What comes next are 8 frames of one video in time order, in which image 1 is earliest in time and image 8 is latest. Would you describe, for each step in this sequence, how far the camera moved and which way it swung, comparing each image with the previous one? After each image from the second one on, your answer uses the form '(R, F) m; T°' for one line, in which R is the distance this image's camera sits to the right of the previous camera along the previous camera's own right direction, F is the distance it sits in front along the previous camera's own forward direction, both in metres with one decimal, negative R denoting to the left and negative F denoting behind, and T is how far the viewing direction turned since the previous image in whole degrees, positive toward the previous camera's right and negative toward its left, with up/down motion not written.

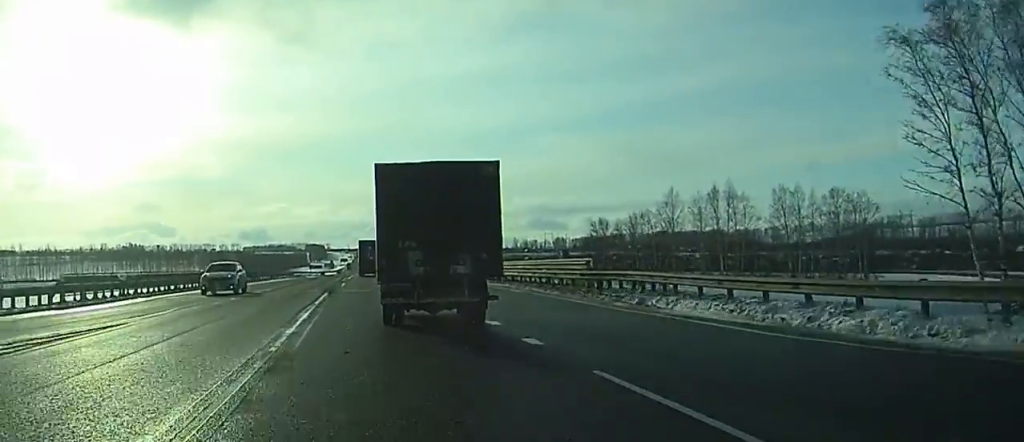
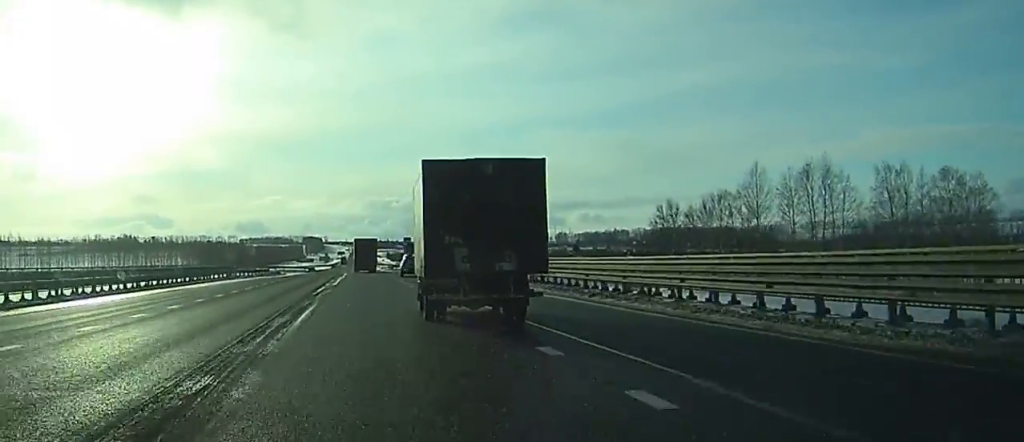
(+0.1, +33.0) m; 0°
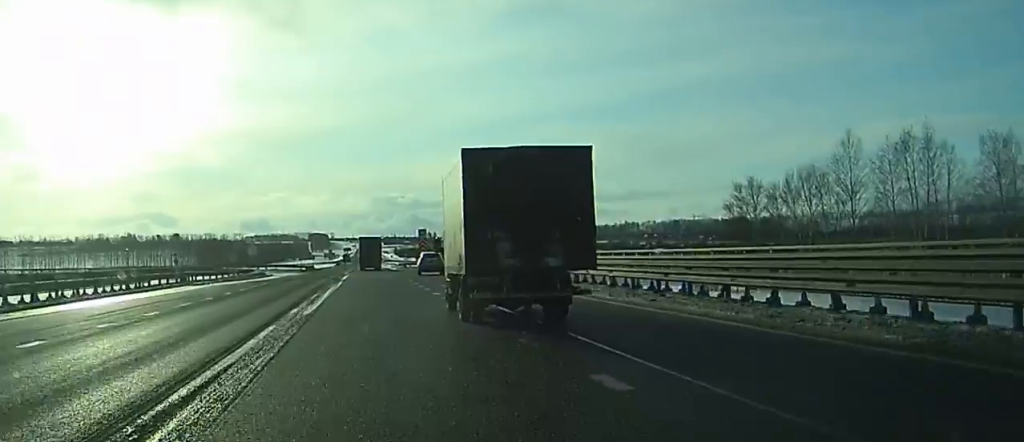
(-0.1, +22.0) m; -1°
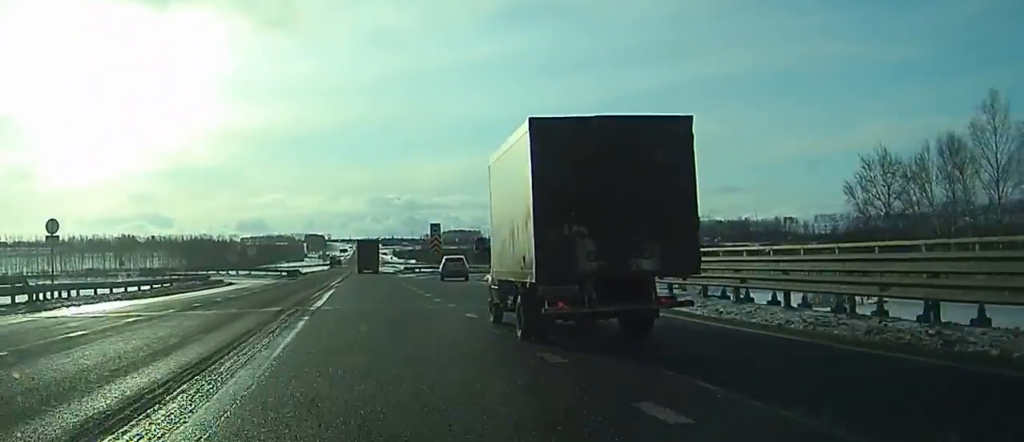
(-0.1, +24.2) m; -1°
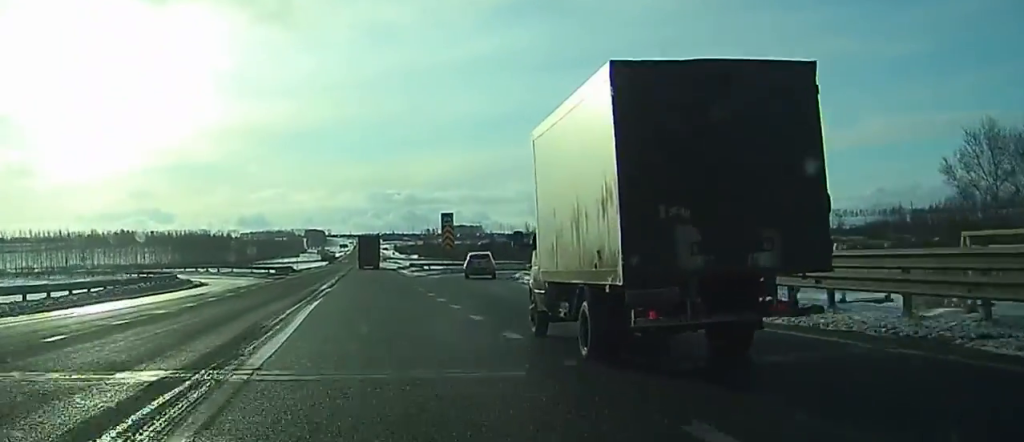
(0.0, +12.6) m; 0°
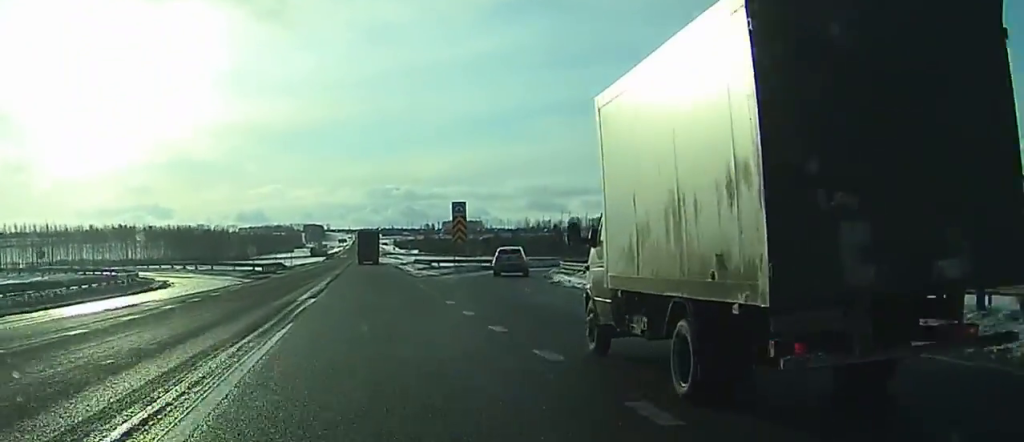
(0.0, +10.2) m; 0°
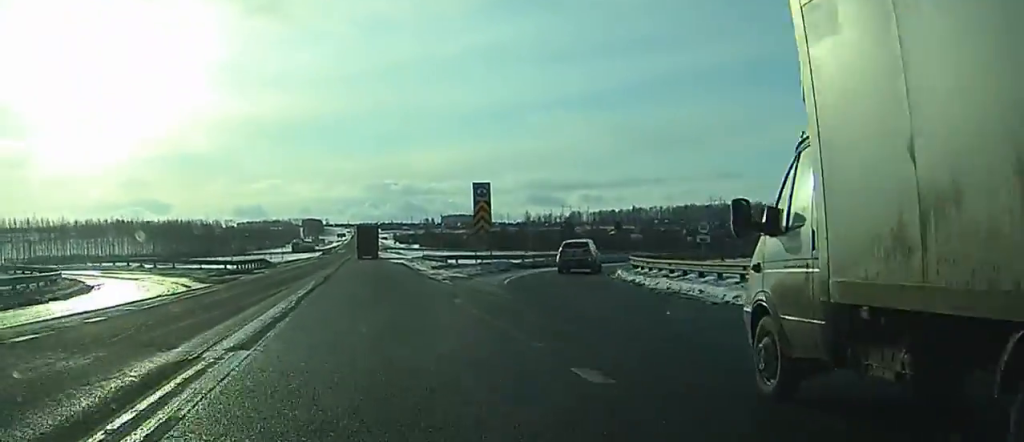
(0.0, +13.7) m; +1°
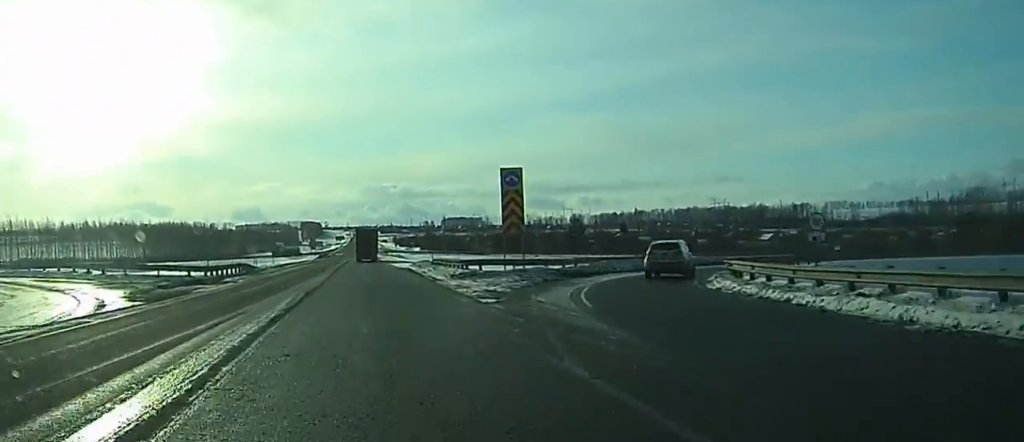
(+0.1, +11.4) m; 0°
